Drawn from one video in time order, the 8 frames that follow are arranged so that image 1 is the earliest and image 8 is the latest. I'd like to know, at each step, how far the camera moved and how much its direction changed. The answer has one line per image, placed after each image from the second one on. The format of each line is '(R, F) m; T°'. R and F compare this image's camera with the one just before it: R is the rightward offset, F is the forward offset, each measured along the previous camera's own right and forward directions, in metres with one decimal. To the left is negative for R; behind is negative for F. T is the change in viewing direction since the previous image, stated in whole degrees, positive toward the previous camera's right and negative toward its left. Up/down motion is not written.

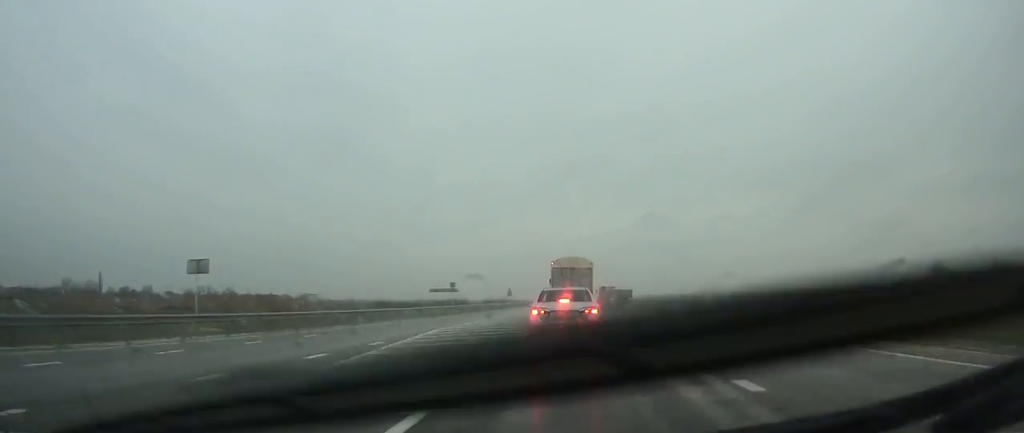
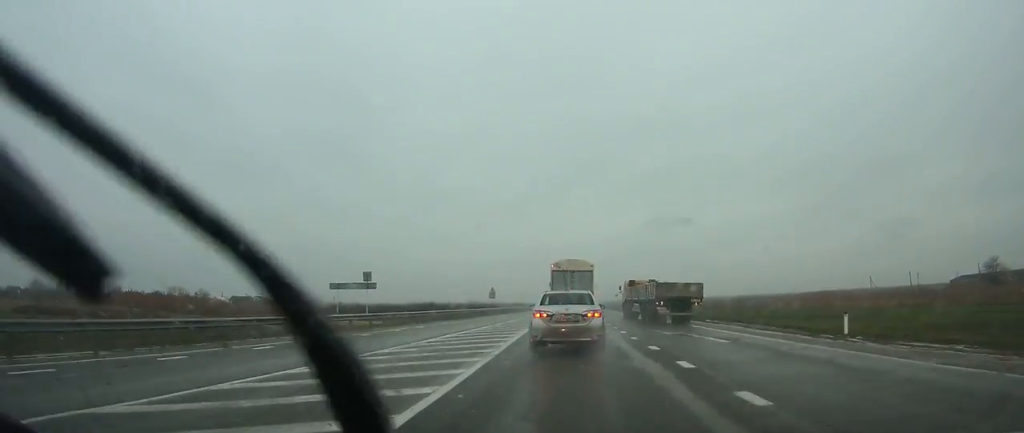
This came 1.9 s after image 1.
(-0.2, +32.9) m; -1°
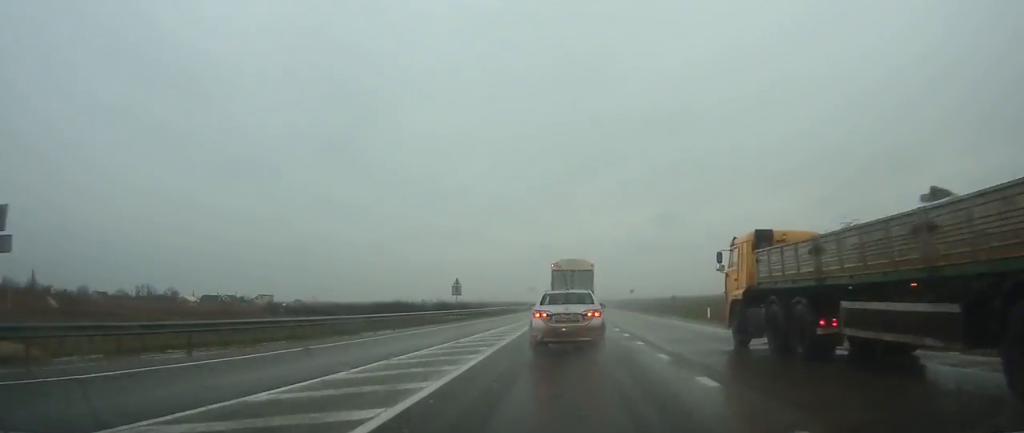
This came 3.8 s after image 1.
(-0.2, +30.7) m; -1°
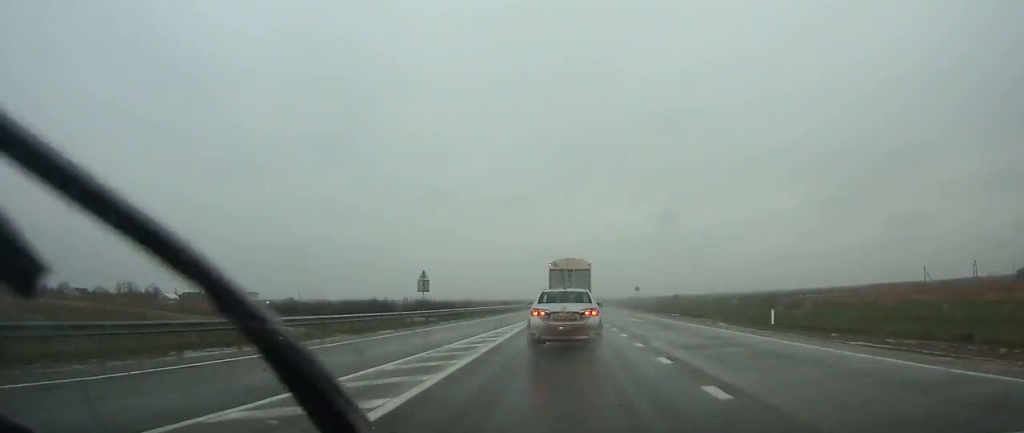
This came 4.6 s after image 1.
(-0.1, +13.0) m; 0°
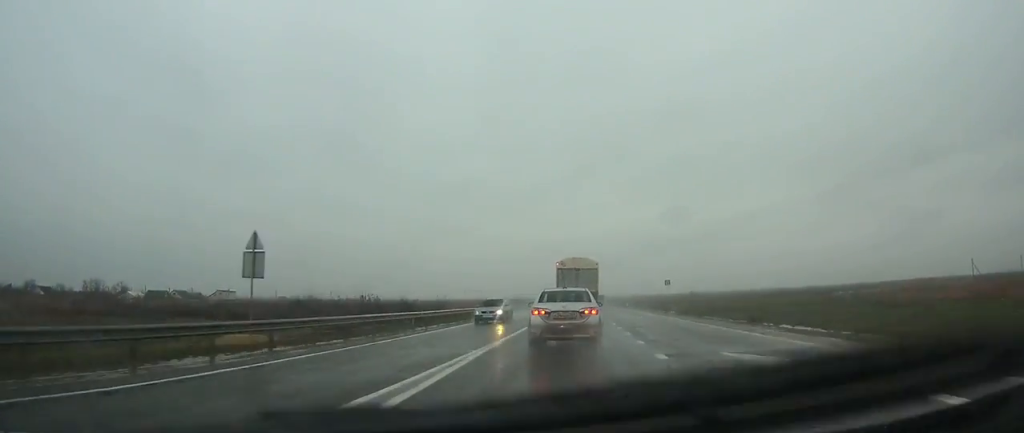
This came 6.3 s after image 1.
(-0.1, +27.2) m; 0°
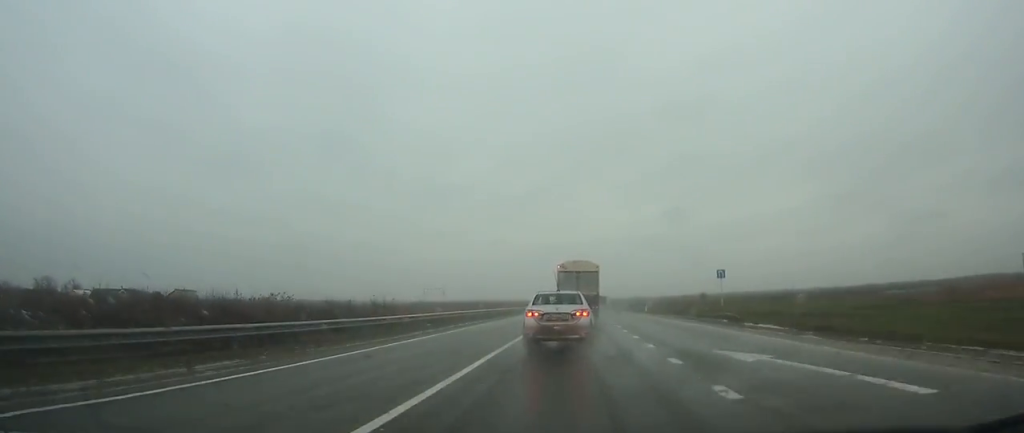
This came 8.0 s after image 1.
(0.0, +28.3) m; 0°
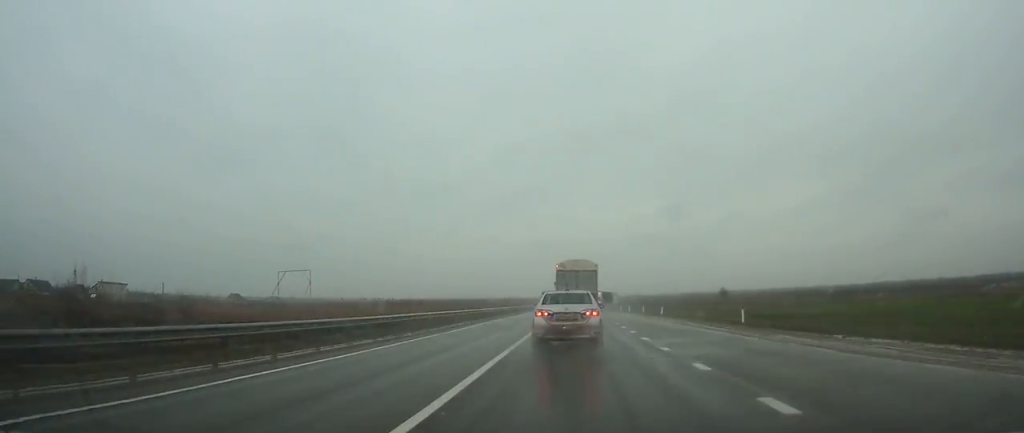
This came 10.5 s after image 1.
(+0.1, +40.8) m; 0°
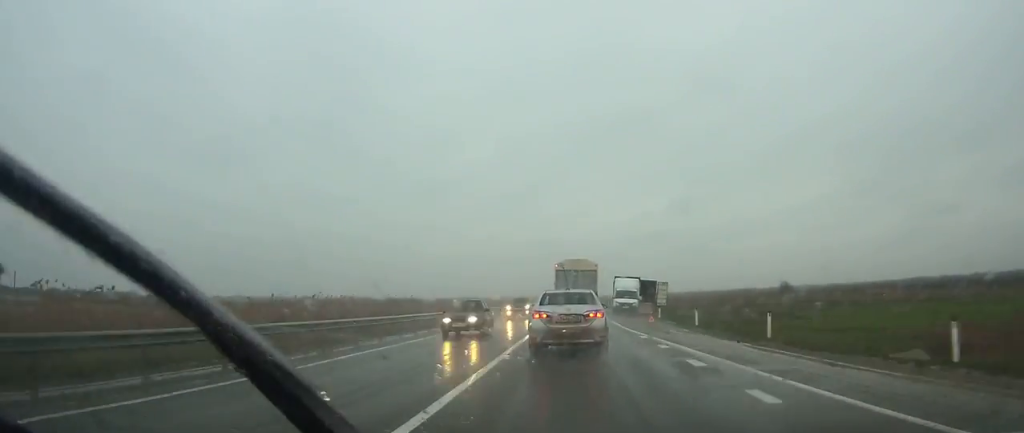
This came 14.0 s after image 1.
(+0.1, +58.9) m; 0°
